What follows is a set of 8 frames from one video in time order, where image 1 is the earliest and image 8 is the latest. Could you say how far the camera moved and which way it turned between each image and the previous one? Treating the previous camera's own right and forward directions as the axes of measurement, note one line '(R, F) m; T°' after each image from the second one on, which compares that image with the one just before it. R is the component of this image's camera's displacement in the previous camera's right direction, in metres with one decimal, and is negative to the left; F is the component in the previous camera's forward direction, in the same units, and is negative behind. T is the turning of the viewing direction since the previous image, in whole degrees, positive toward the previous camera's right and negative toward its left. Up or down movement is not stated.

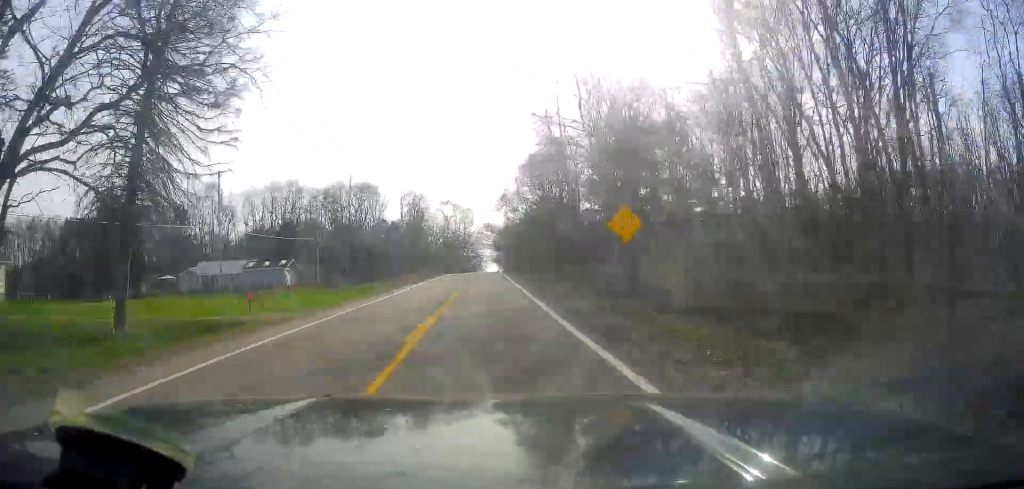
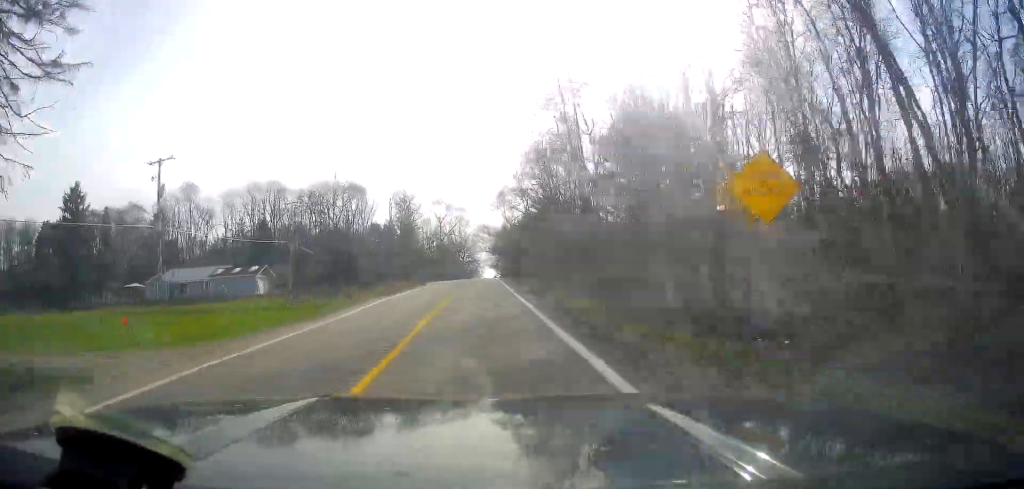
(0.0, +10.5) m; 0°
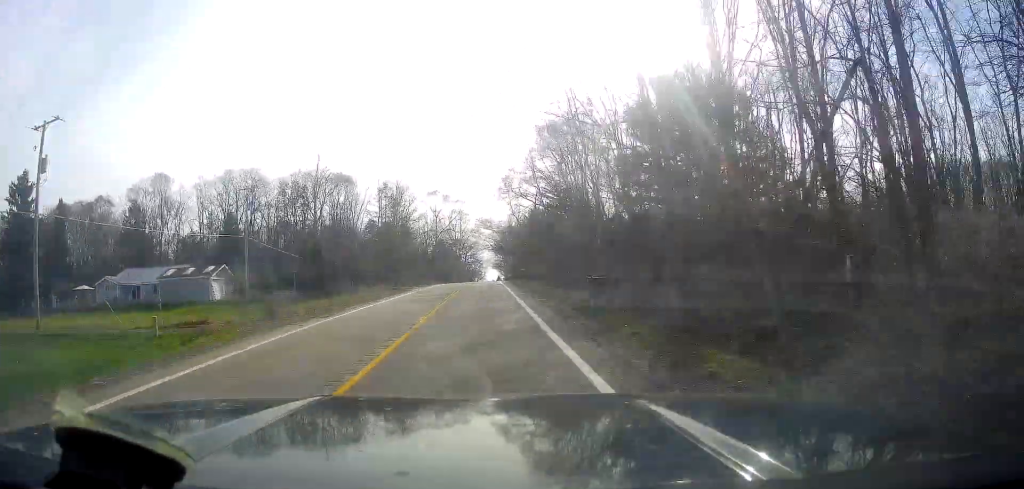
(0.0, +14.9) m; 0°
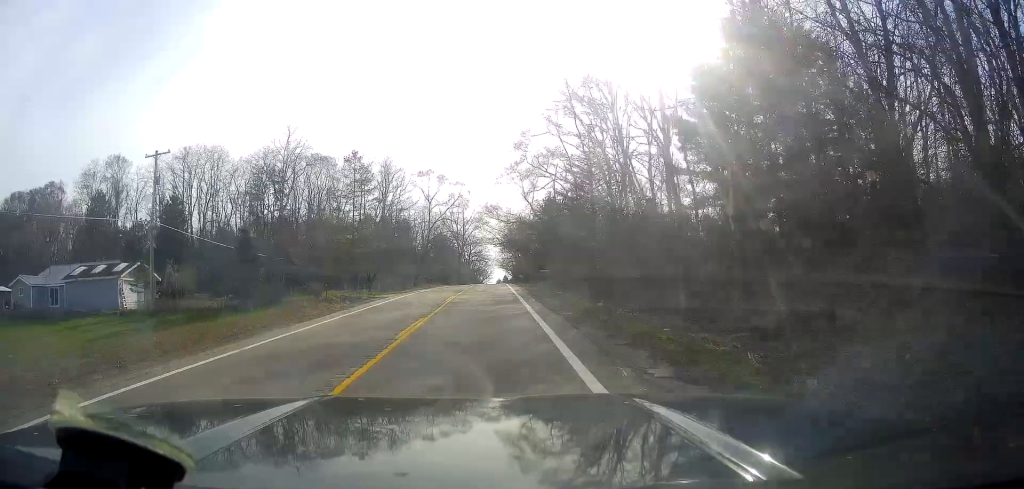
(0.0, +19.0) m; -1°
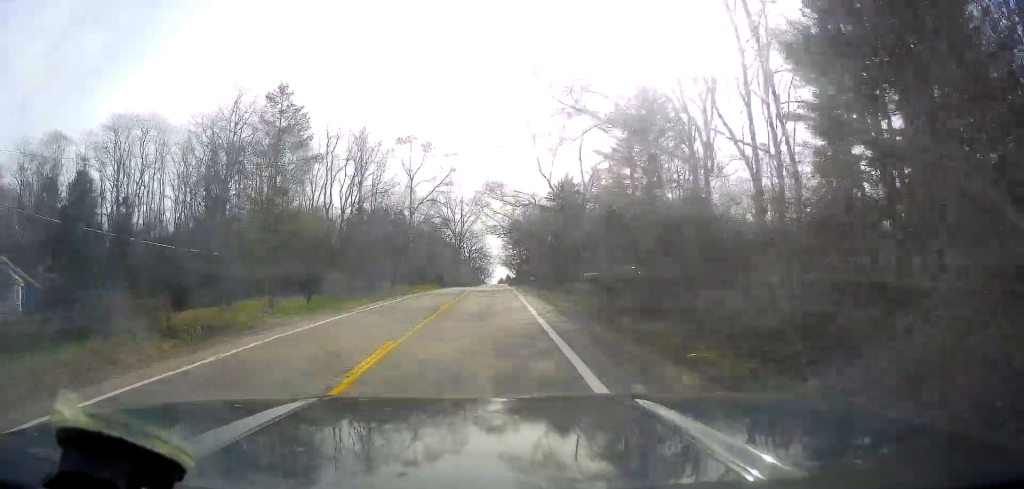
(-0.4, +19.6) m; 0°
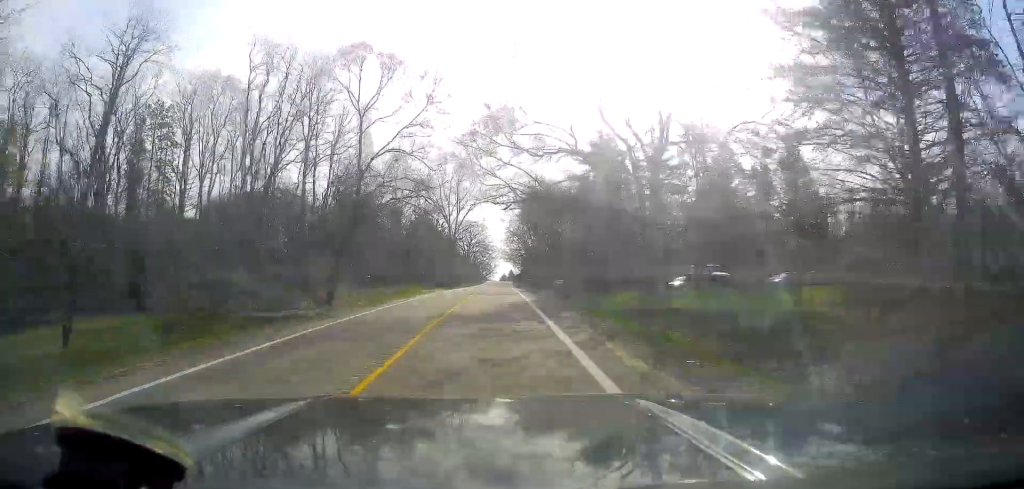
(+0.4, +23.7) m; 0°
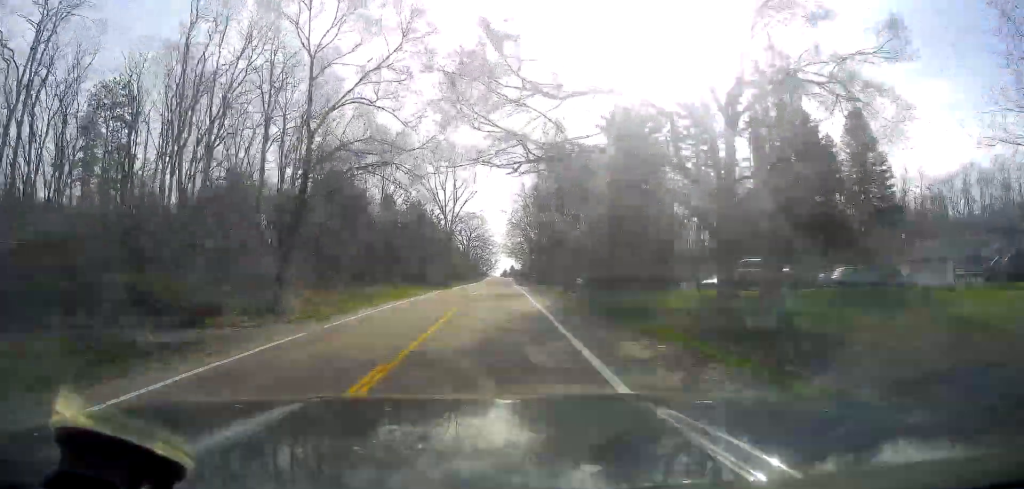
(-0.2, +9.9) m; -1°
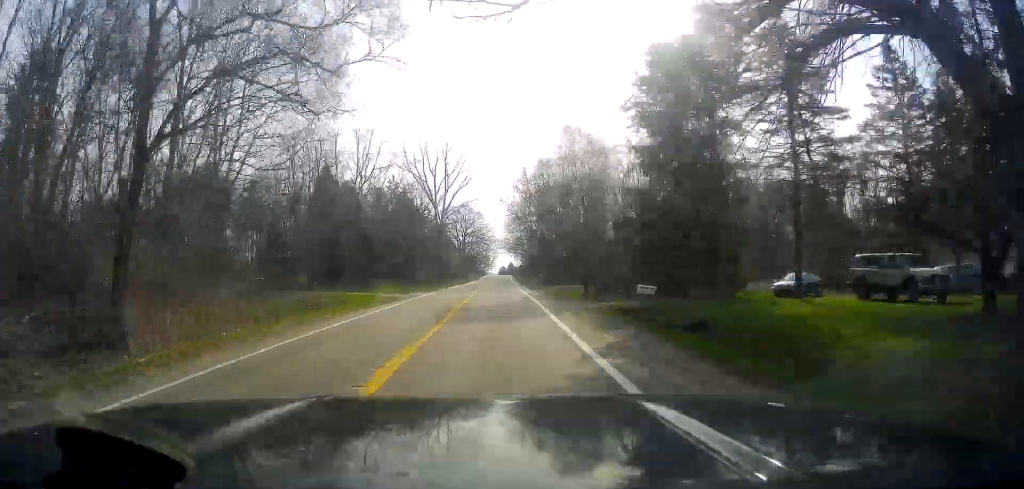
(-0.2, +12.8) m; -1°
